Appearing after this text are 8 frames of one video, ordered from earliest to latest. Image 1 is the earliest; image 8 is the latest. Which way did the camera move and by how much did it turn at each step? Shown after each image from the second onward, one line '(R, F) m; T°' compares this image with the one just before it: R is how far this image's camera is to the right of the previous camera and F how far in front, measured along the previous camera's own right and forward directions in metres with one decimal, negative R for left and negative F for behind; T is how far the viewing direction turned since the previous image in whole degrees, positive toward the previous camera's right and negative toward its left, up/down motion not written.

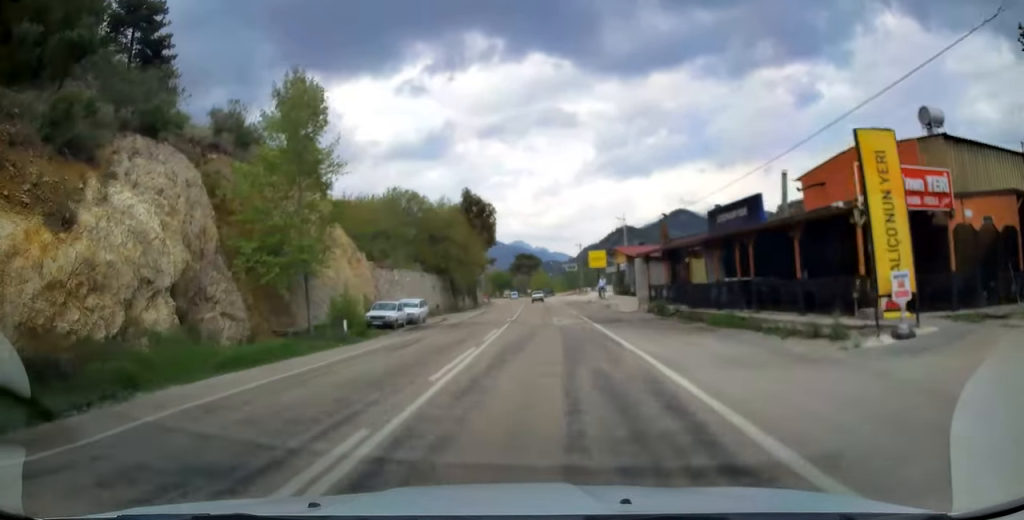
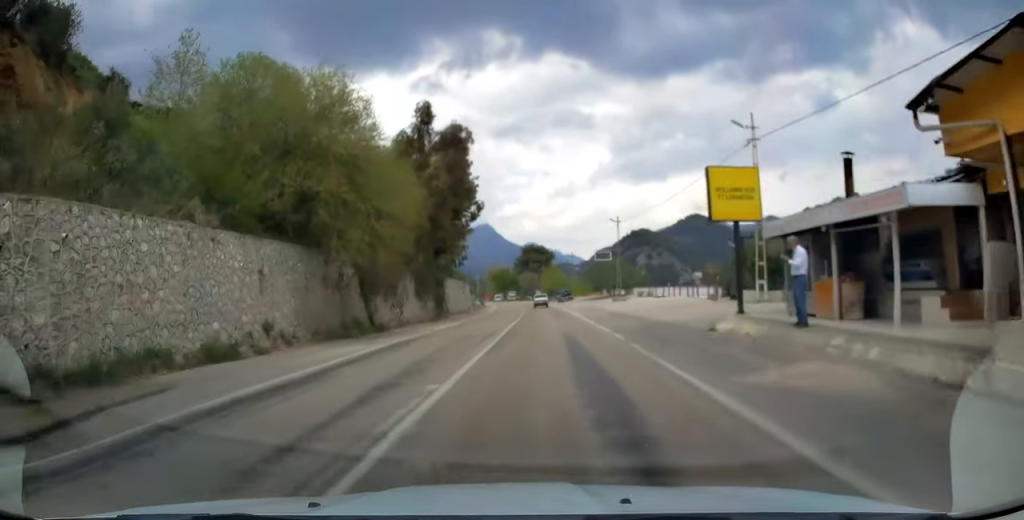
(-0.3, +35.9) m; -1°
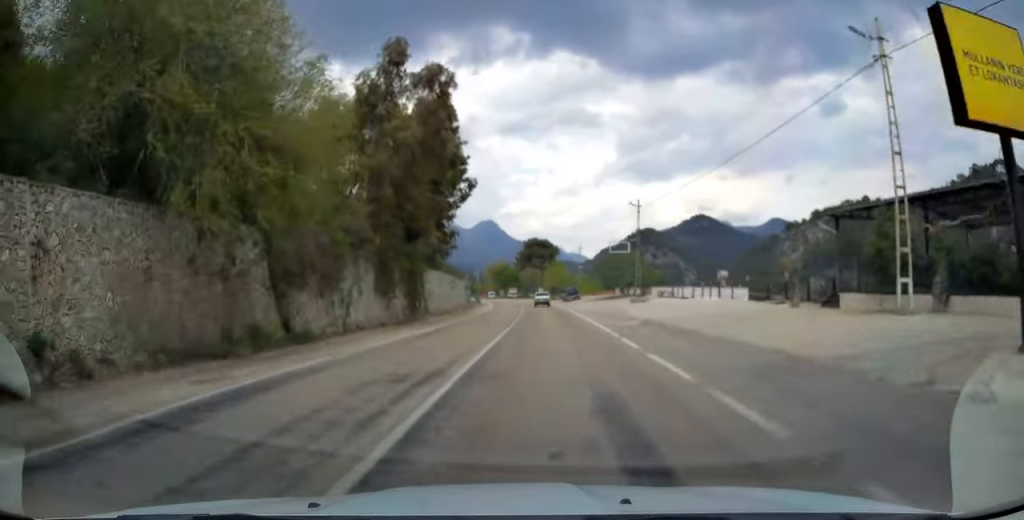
(0.0, +10.6) m; 0°
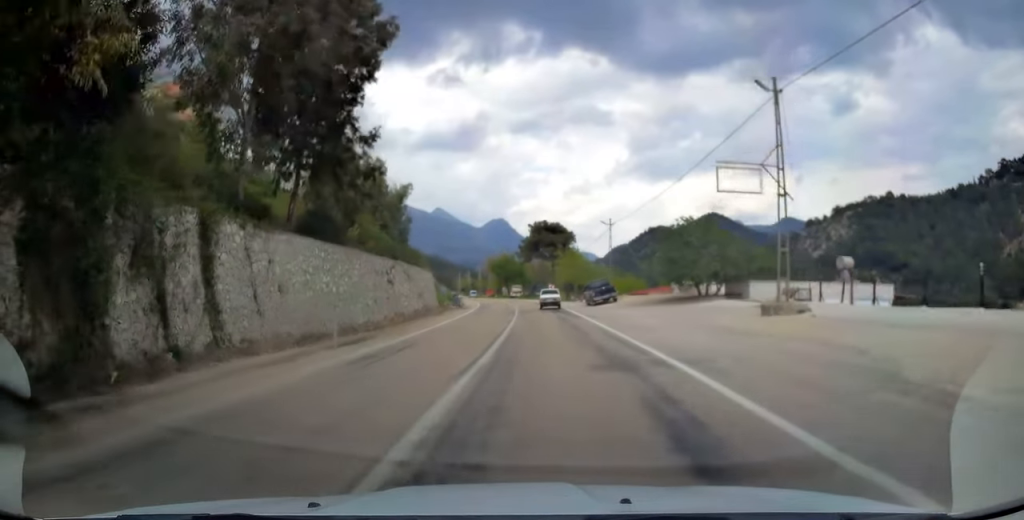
(-0.4, +29.5) m; -1°
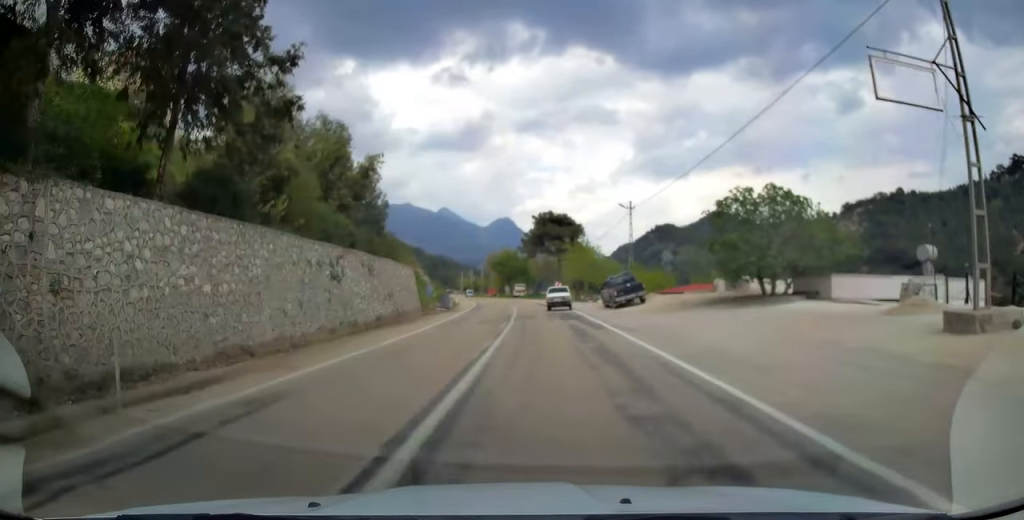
(0.0, +10.4) m; -1°
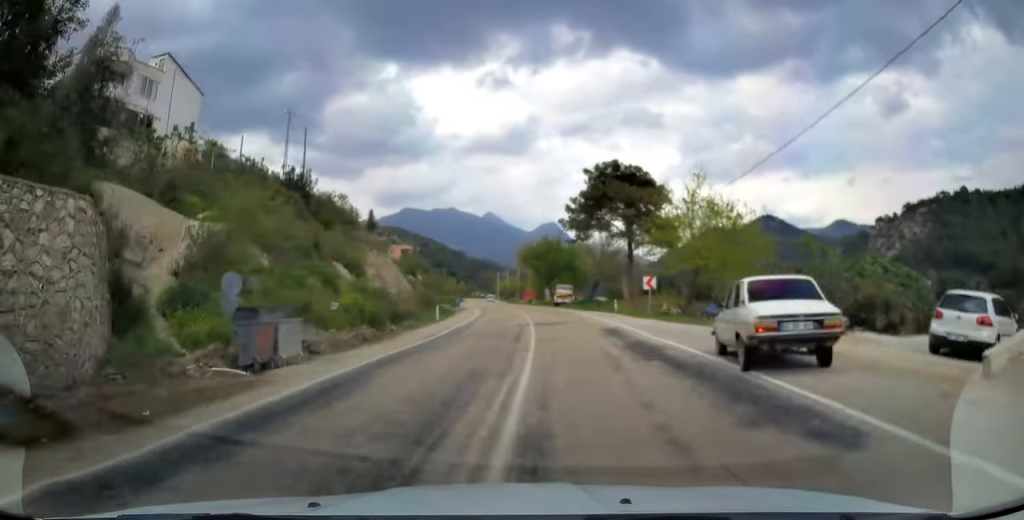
(-1.1, +38.3) m; -3°
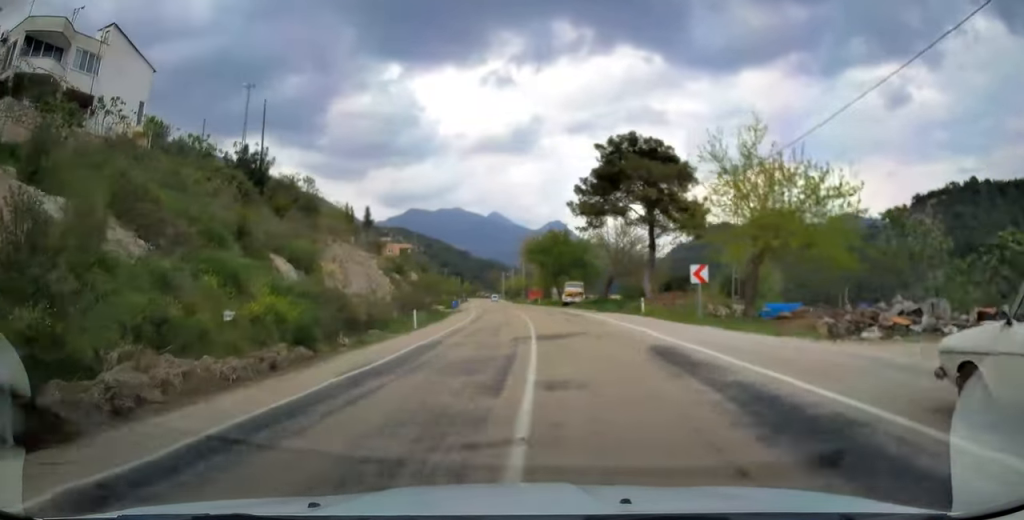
(-0.1, +8.6) m; -1°
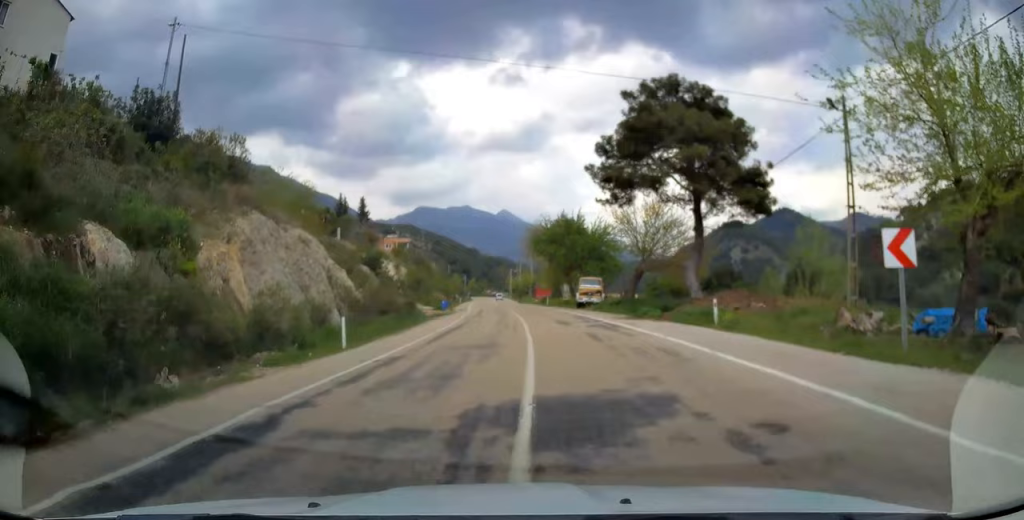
(-0.1, +12.0) m; -1°
